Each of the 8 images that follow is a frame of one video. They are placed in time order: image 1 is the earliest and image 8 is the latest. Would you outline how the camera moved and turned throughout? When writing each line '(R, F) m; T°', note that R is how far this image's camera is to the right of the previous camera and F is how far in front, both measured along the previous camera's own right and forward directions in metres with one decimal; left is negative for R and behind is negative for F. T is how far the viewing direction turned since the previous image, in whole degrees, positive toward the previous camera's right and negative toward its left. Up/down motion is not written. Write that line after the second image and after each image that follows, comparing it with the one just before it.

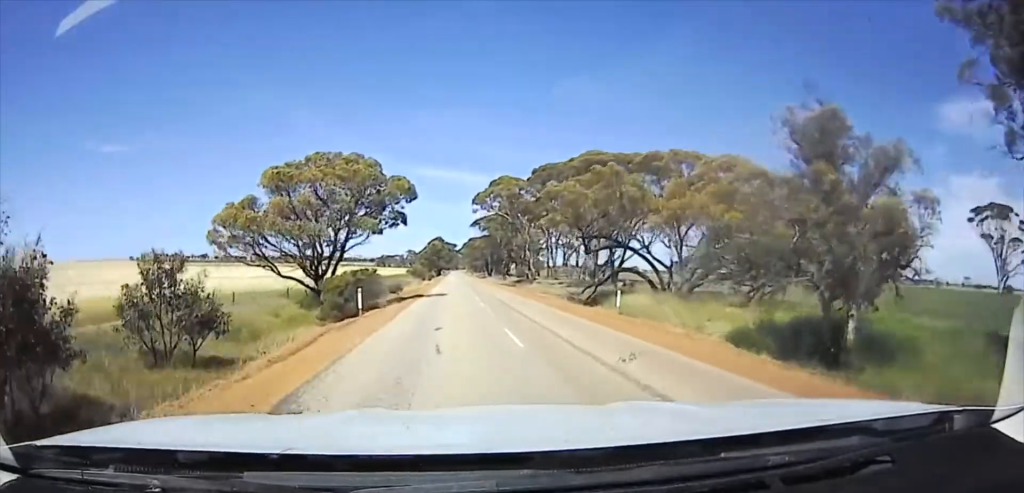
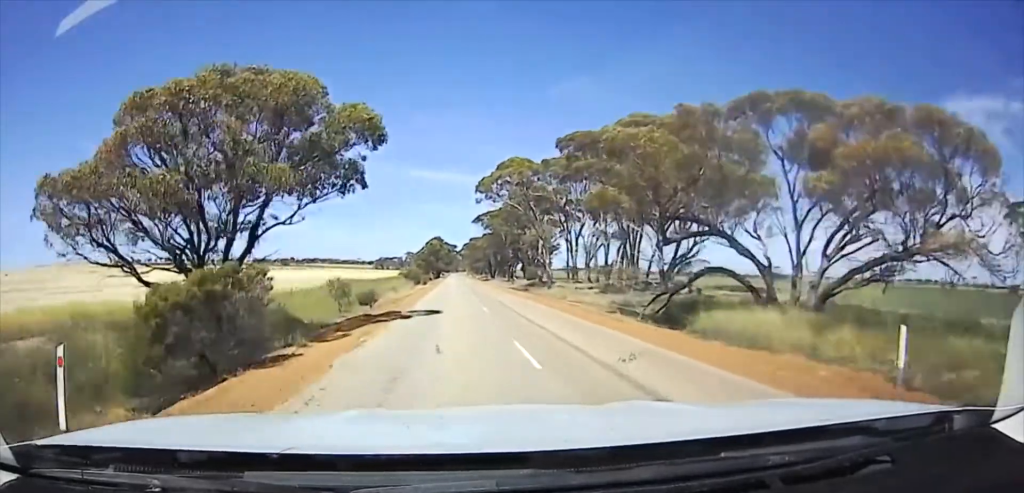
(0.0, +15.1) m; 0°
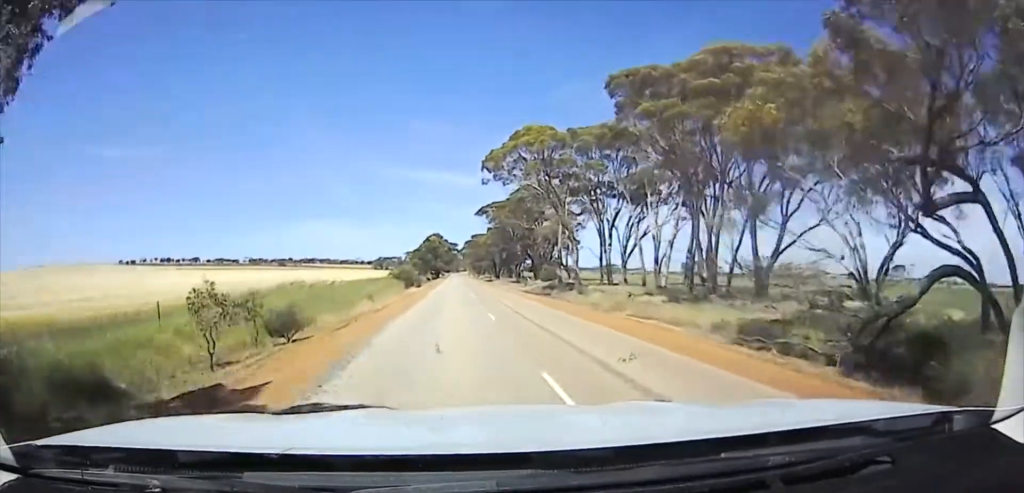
(0.0, +15.9) m; 0°
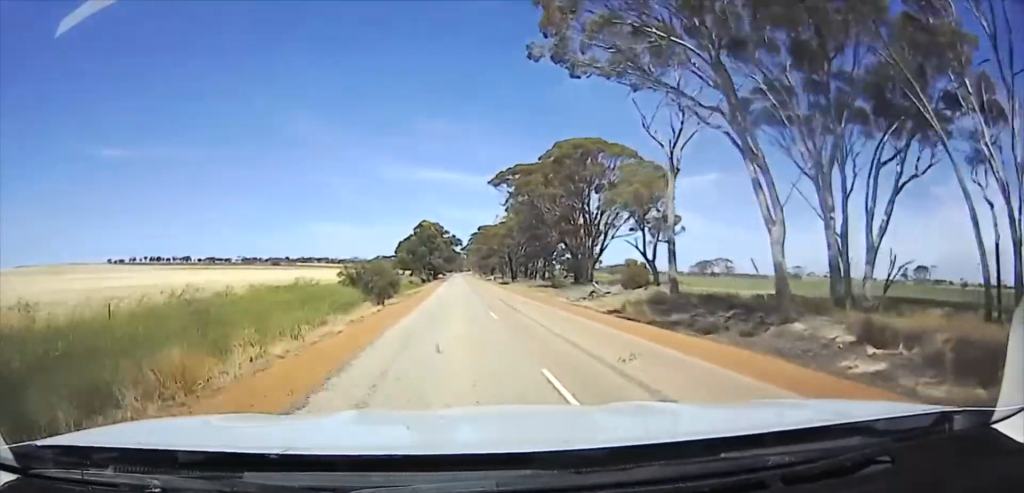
(-0.1, +35.5) m; -1°
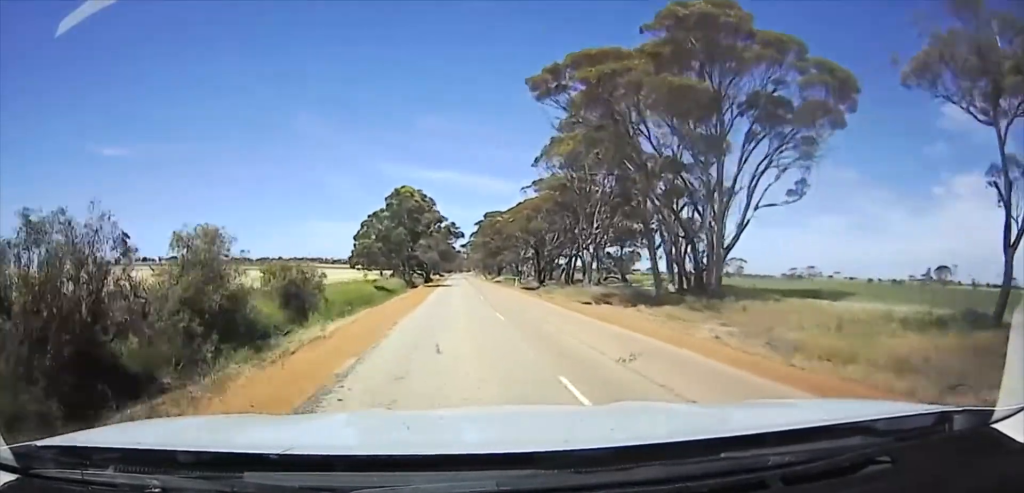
(-0.8, +37.7) m; -1°
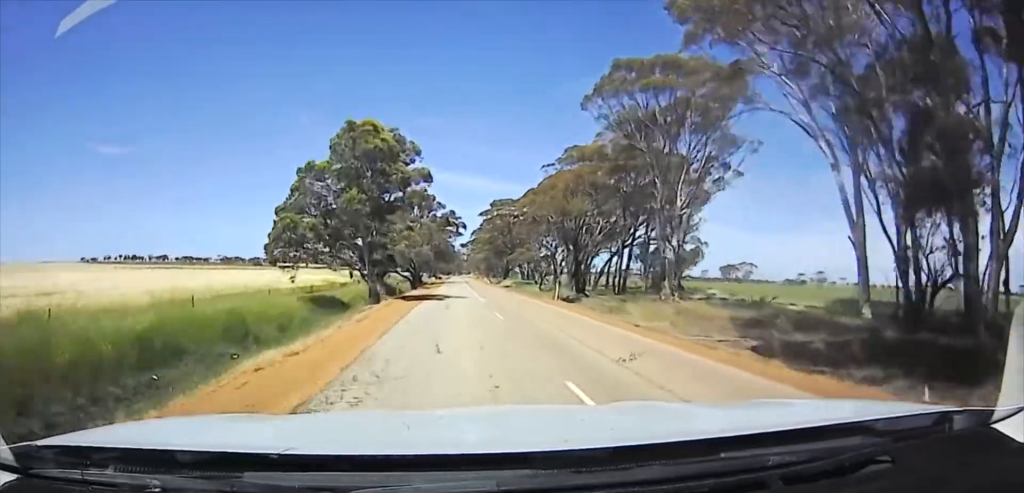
(+0.3, +26.6) m; +1°
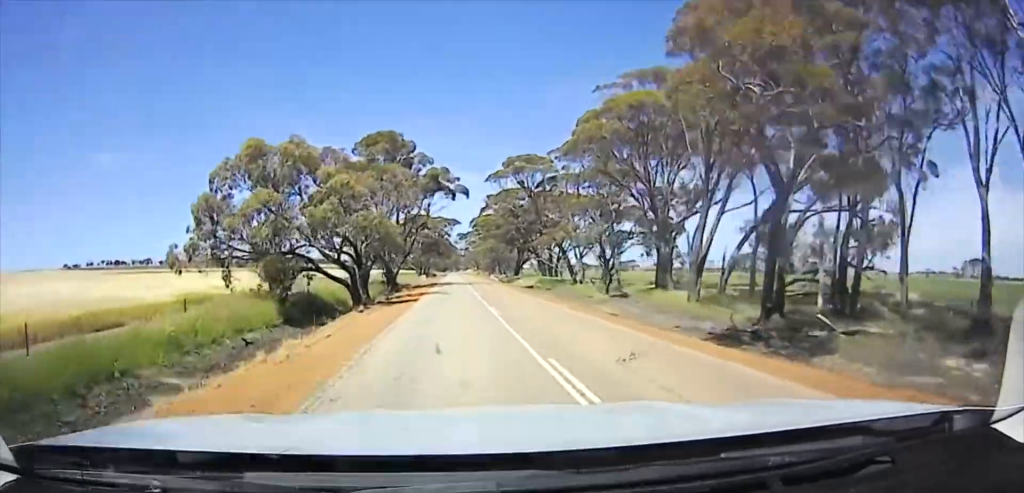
(+0.5, +36.7) m; +1°
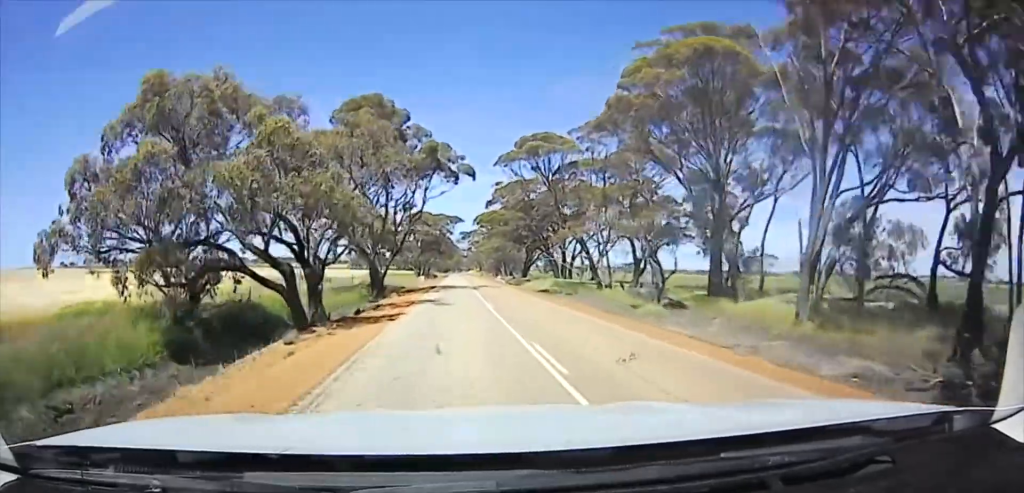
(0.0, +11.4) m; 0°
